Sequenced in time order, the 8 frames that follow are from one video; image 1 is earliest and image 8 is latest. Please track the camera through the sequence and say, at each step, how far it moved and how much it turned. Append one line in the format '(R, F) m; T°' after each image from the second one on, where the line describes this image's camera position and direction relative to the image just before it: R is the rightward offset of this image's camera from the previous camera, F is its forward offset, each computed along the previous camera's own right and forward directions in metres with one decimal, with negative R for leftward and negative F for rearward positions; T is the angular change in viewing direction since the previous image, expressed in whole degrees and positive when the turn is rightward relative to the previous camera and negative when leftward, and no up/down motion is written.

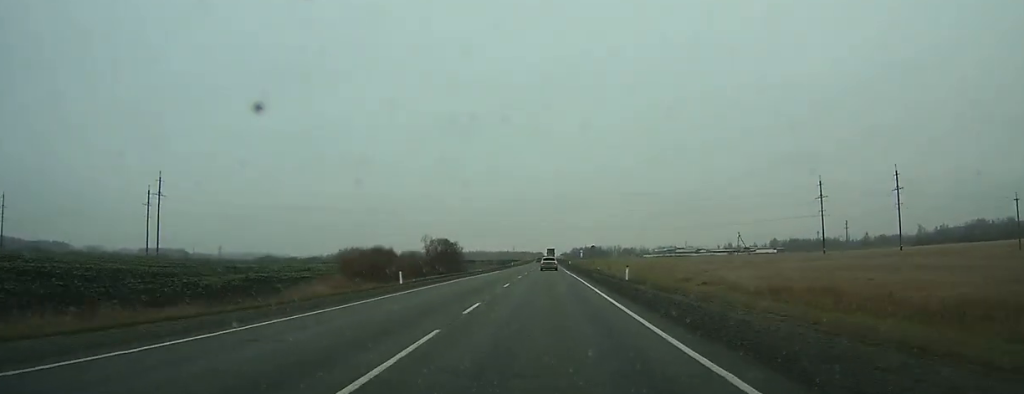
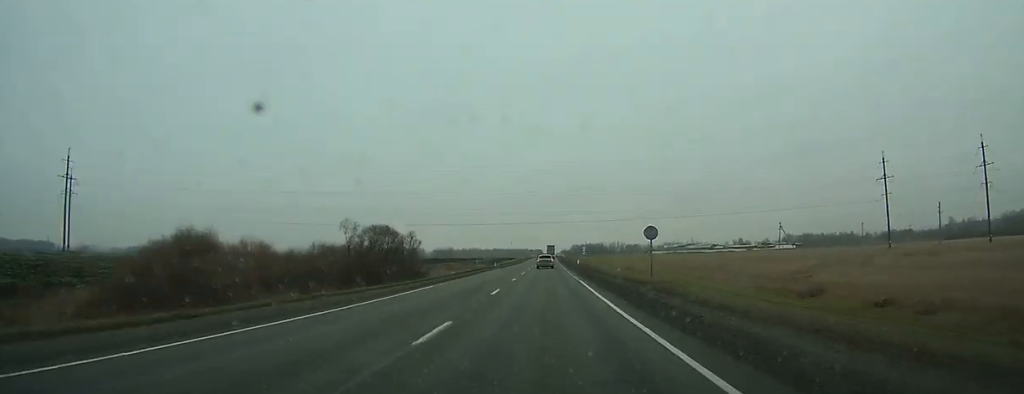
(+0.4, +40.7) m; +1°
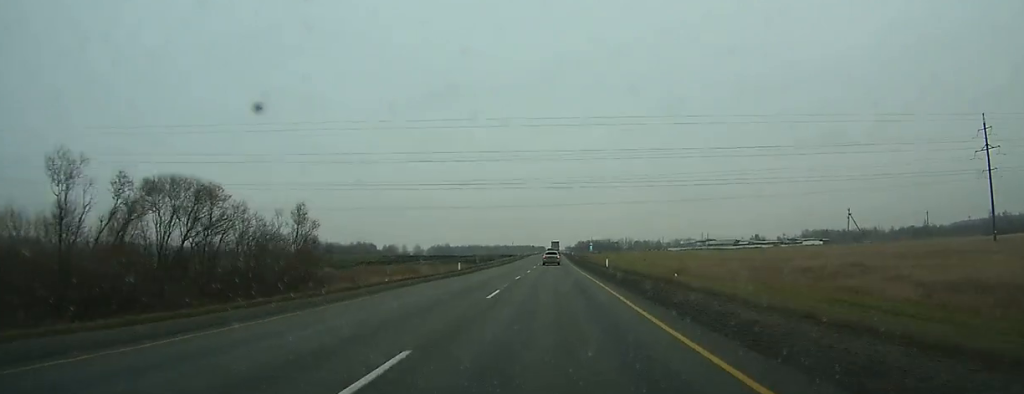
(+0.2, +40.5) m; 0°
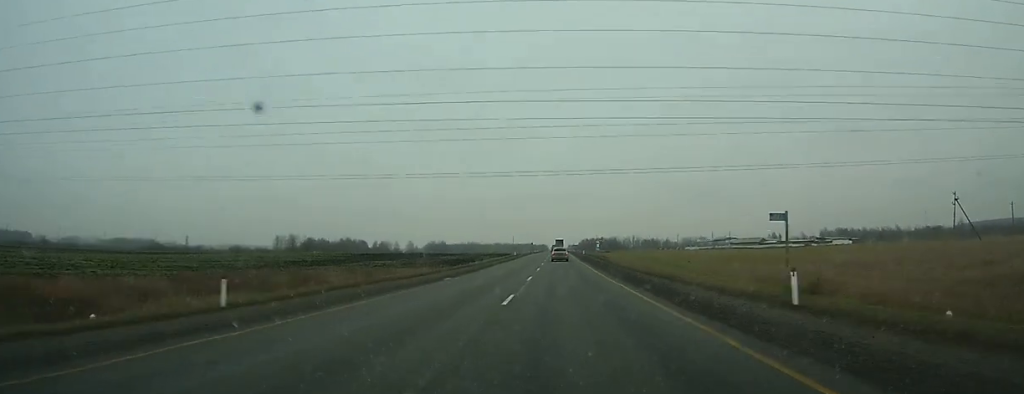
(0.0, +38.8) m; 0°
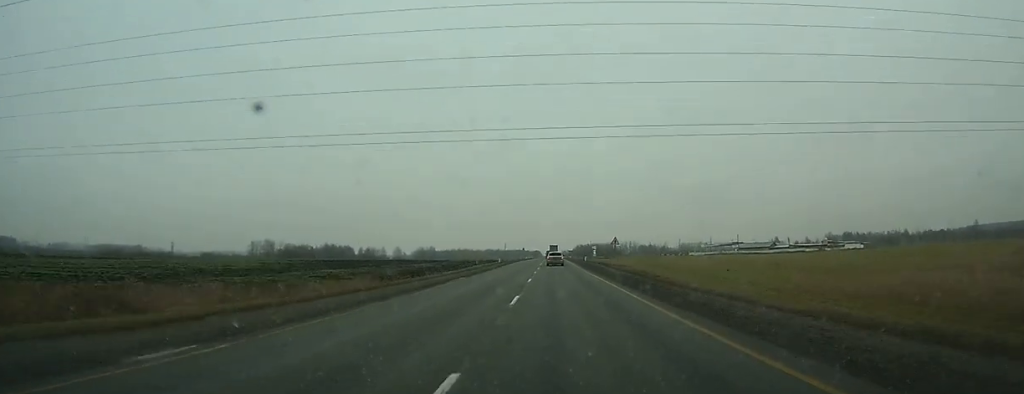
(0.0, +22.5) m; 0°
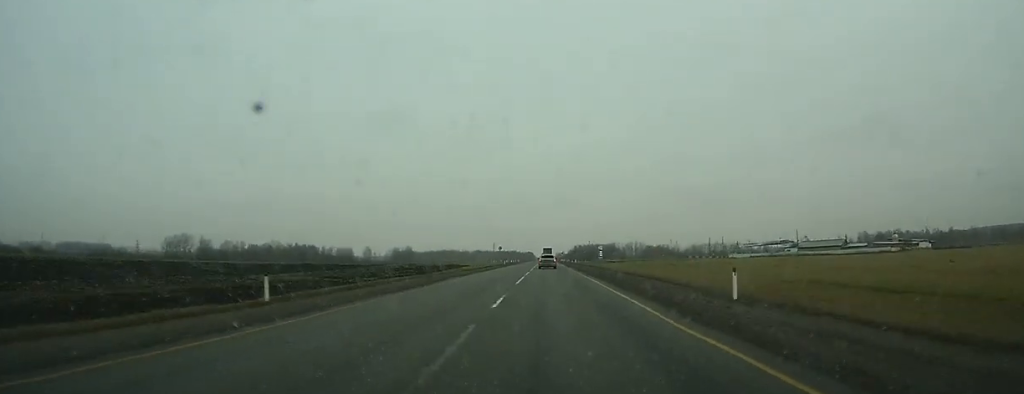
(+0.4, +73.4) m; +1°
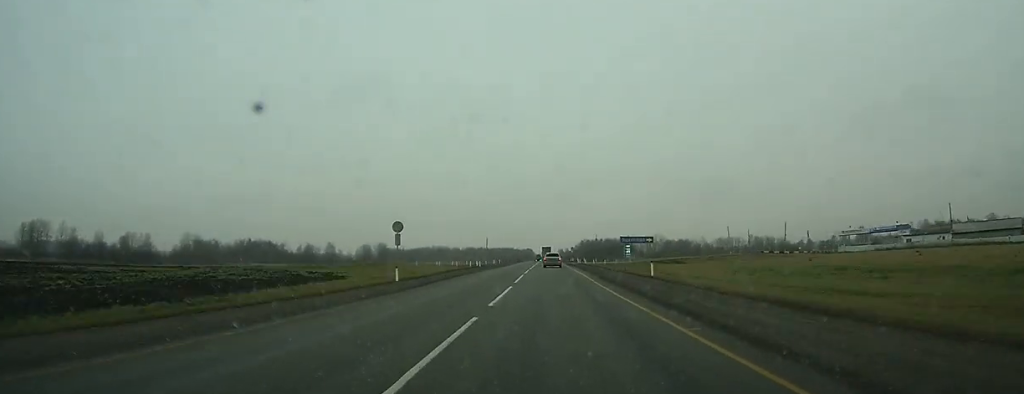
(-0.1, +84.2) m; 0°
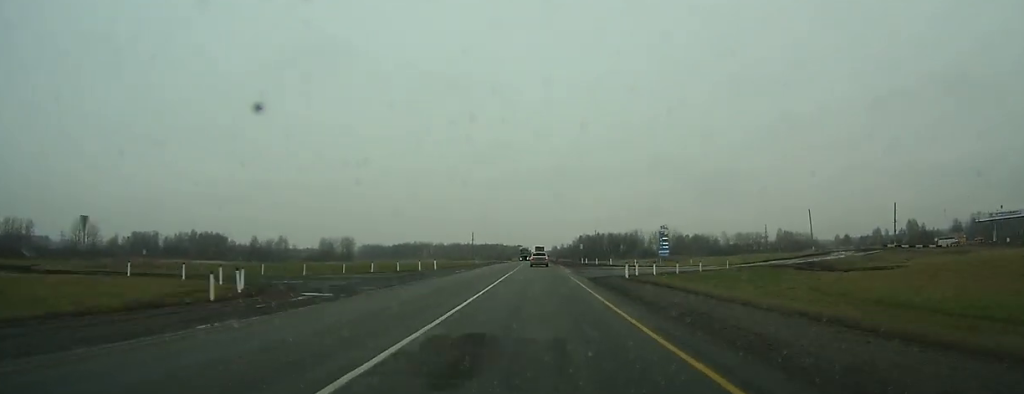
(+0.2, +63.1) m; 0°
